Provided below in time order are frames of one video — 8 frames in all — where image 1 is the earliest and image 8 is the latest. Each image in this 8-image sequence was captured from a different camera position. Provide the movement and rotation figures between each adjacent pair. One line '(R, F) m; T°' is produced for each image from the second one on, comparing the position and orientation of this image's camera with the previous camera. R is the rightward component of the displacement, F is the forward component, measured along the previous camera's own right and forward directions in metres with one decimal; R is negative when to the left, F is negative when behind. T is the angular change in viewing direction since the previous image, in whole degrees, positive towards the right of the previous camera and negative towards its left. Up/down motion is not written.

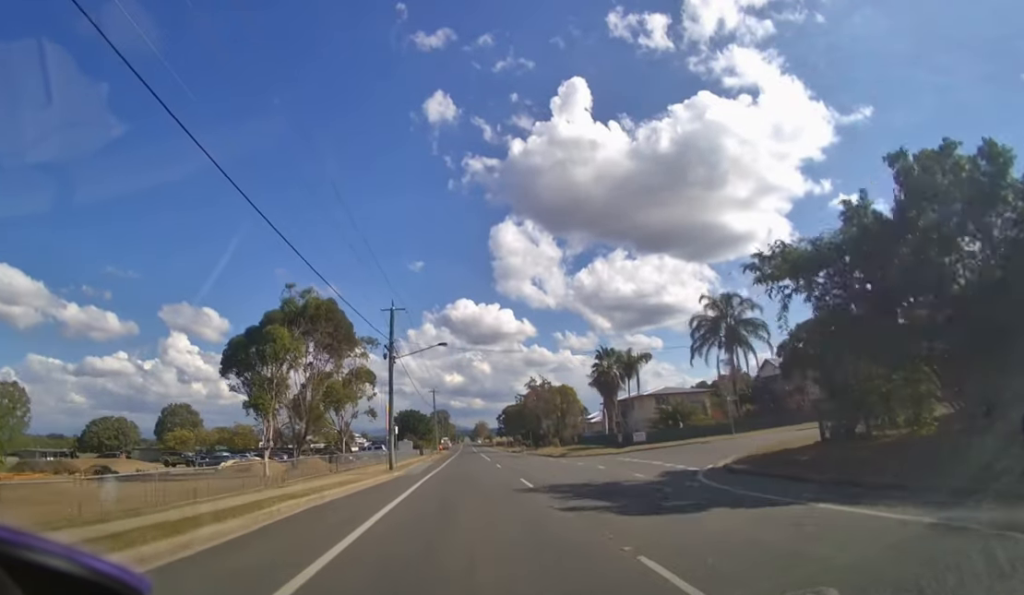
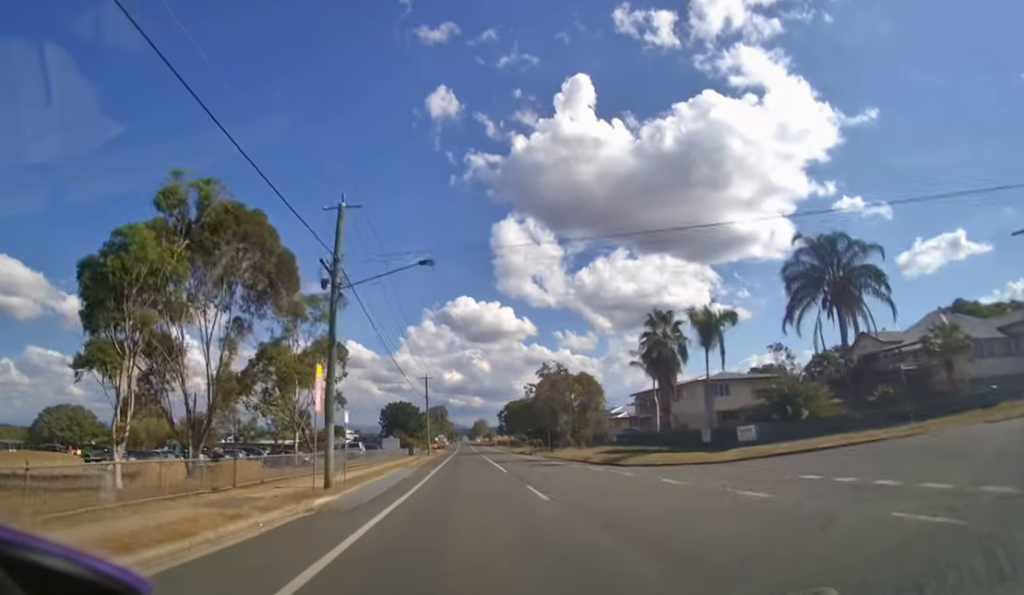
(0.0, +12.7) m; 0°
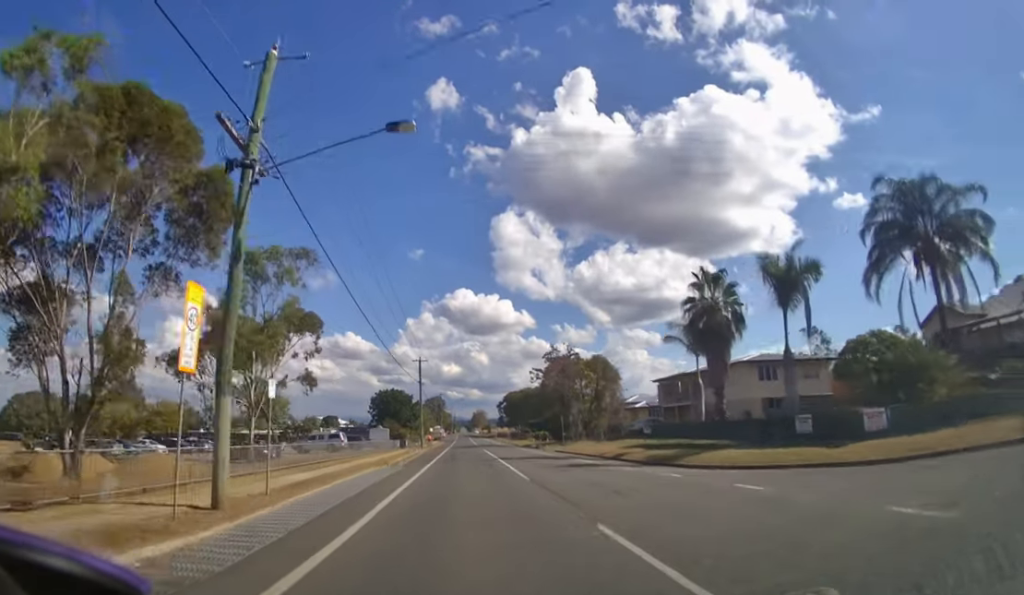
(0.0, +6.5) m; 0°
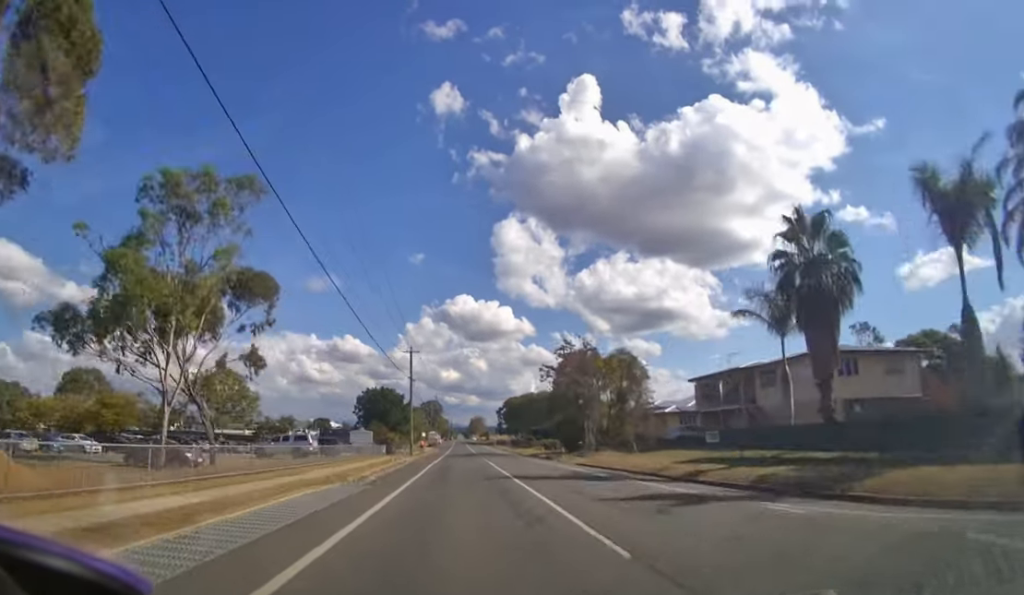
(0.0, +8.1) m; 0°
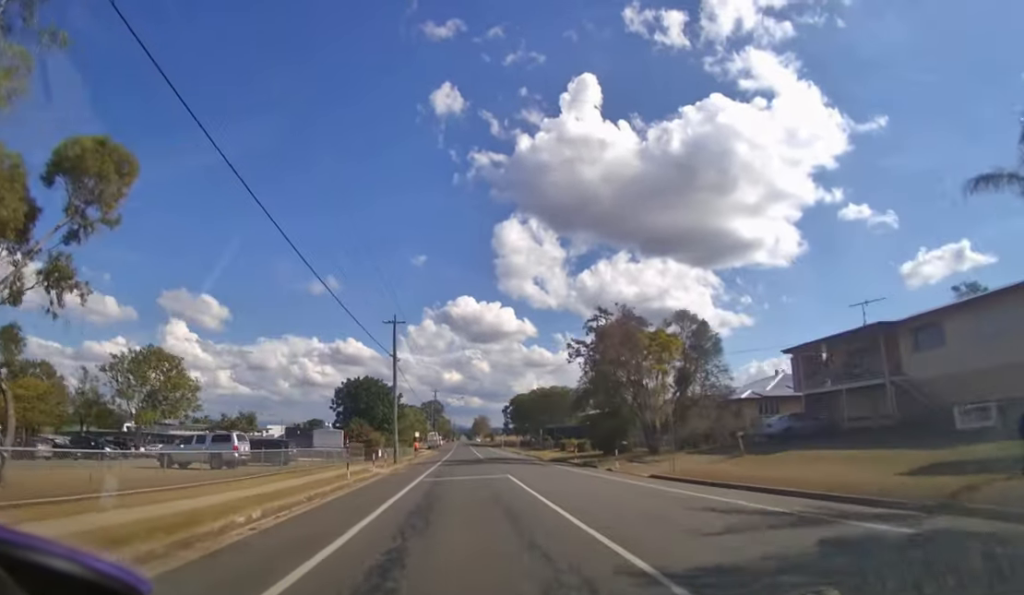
(0.0, +12.8) m; 0°
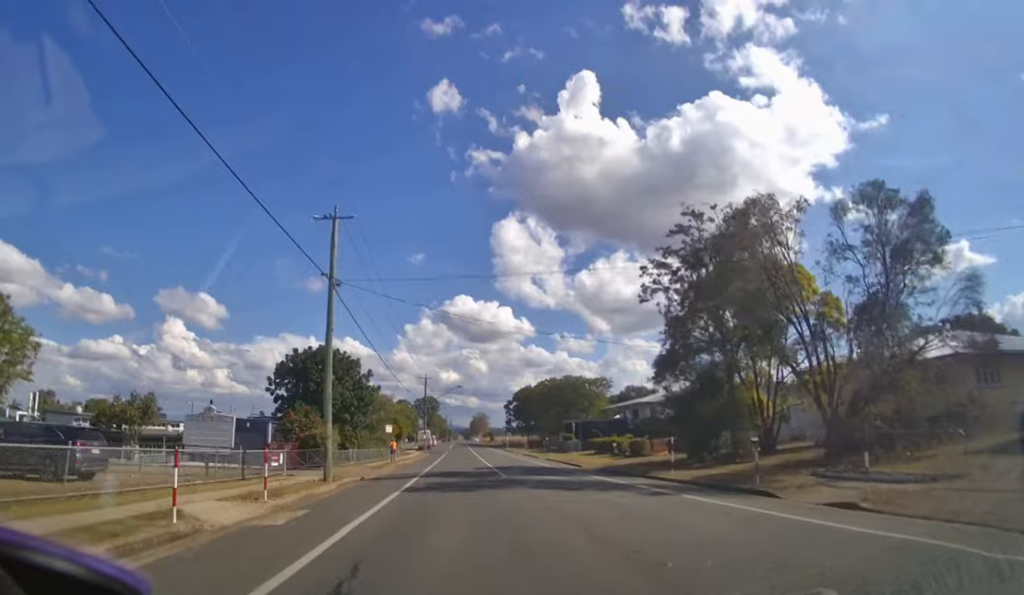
(0.0, +18.0) m; 0°
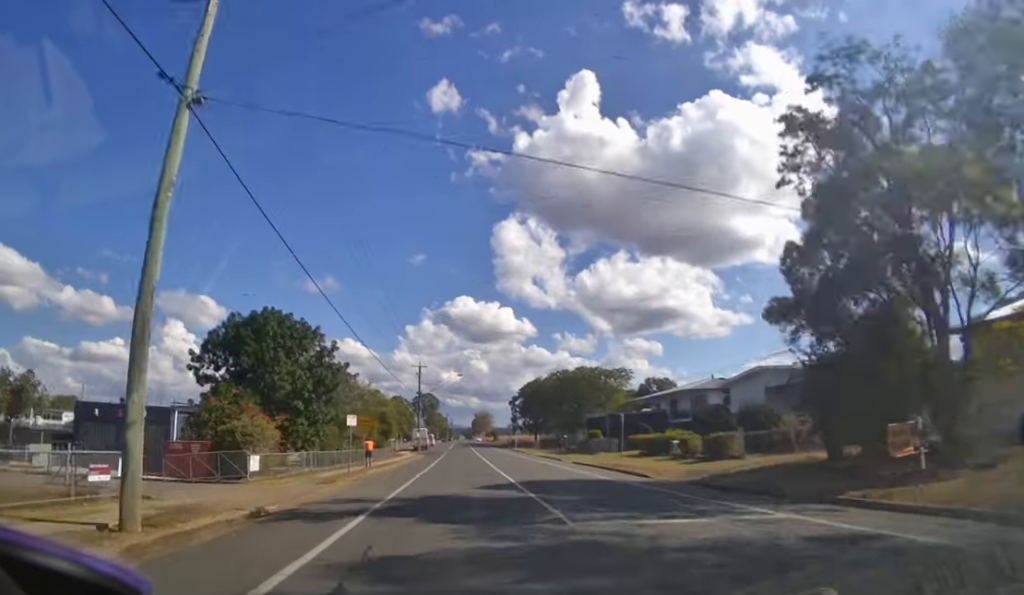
(0.0, +12.9) m; 0°
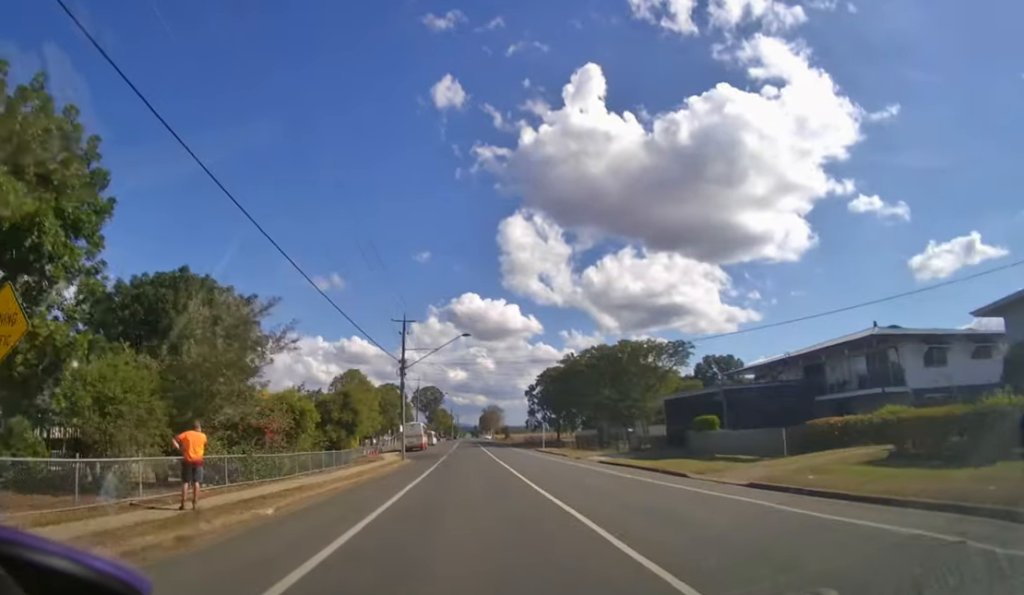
(-0.1, +25.3) m; 0°
